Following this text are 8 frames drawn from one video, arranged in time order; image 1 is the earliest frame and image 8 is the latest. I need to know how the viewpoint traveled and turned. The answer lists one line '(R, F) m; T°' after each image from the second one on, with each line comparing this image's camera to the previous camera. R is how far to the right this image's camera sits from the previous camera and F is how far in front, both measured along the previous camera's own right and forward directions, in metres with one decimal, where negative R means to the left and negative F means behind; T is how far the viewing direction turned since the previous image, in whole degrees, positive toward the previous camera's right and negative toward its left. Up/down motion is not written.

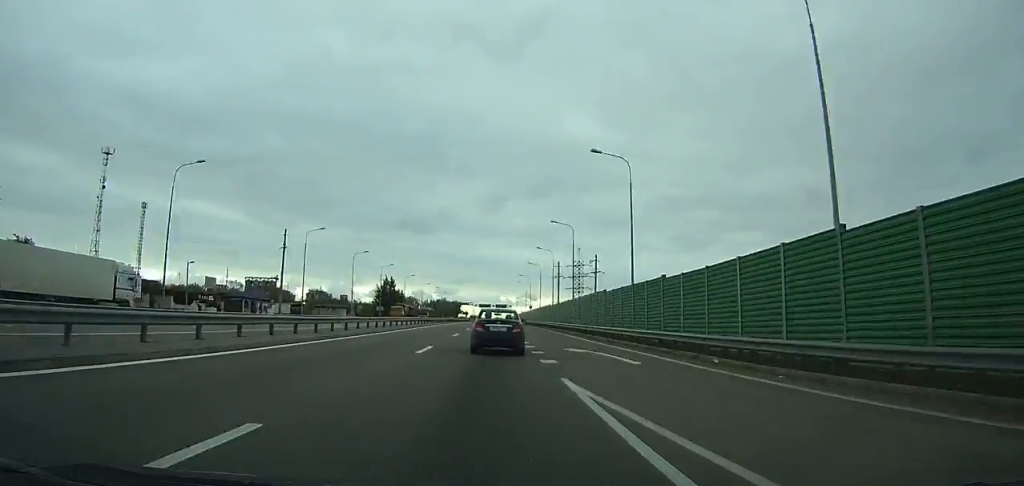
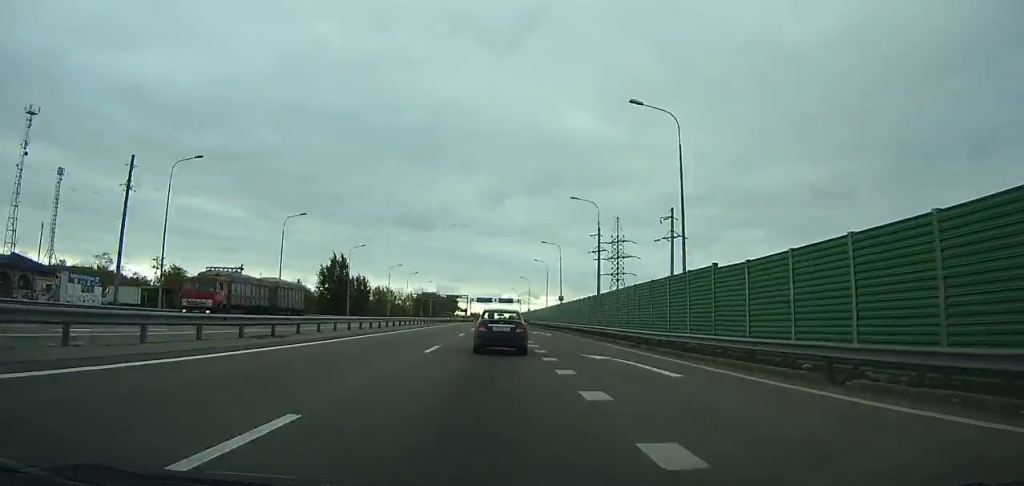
(+0.1, +62.9) m; 0°
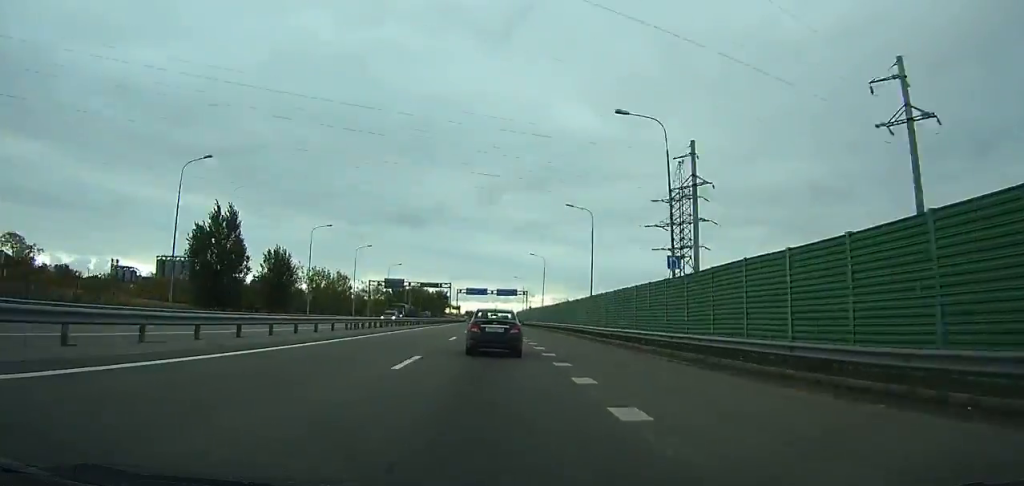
(-0.2, +53.2) m; 0°
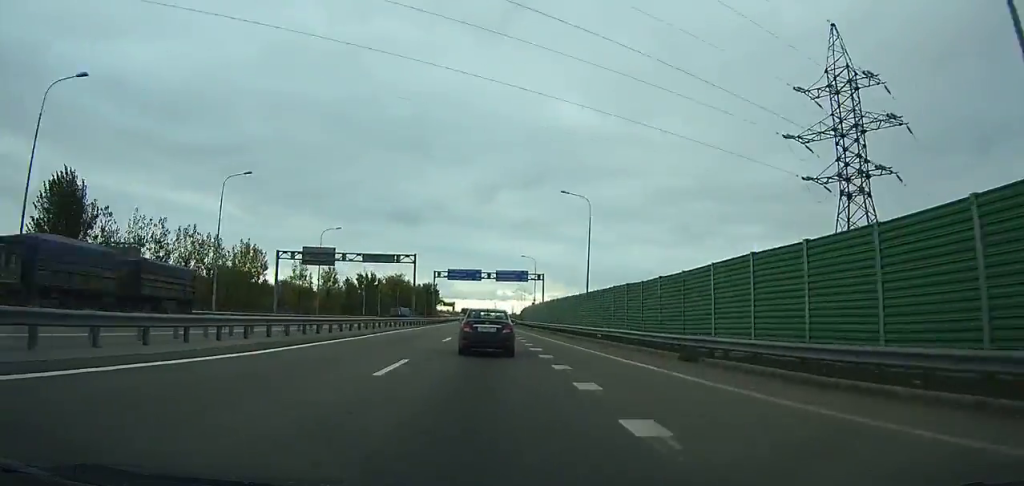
(+0.1, +48.4) m; 0°
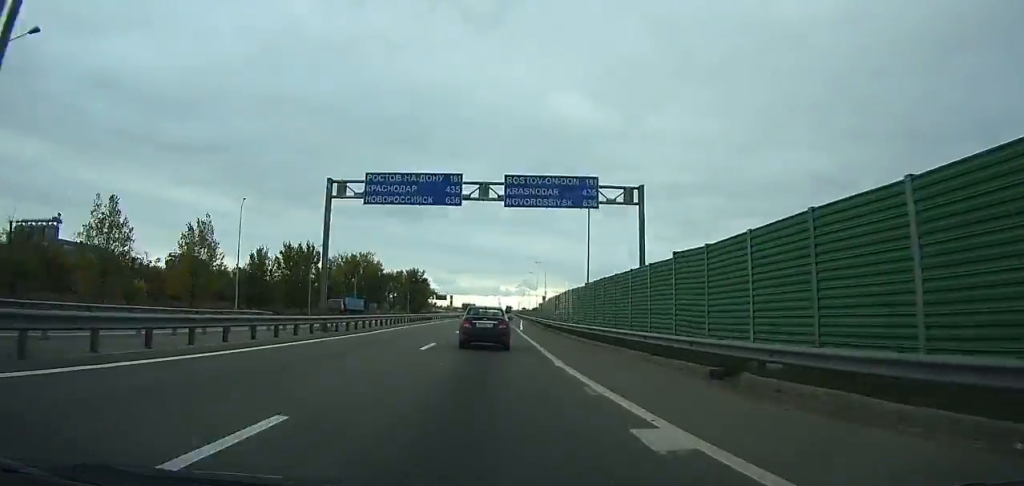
(+0.1, +58.3) m; 0°
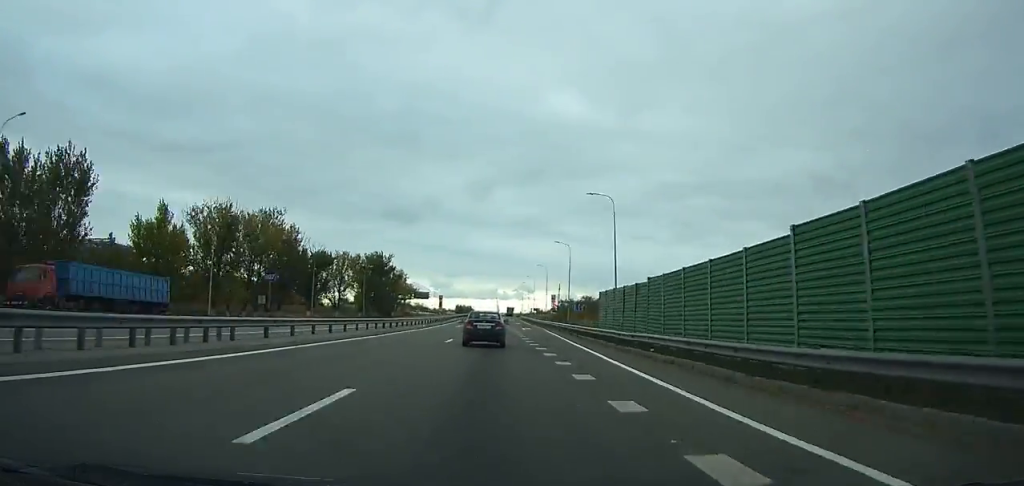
(-0.1, +61.2) m; 0°
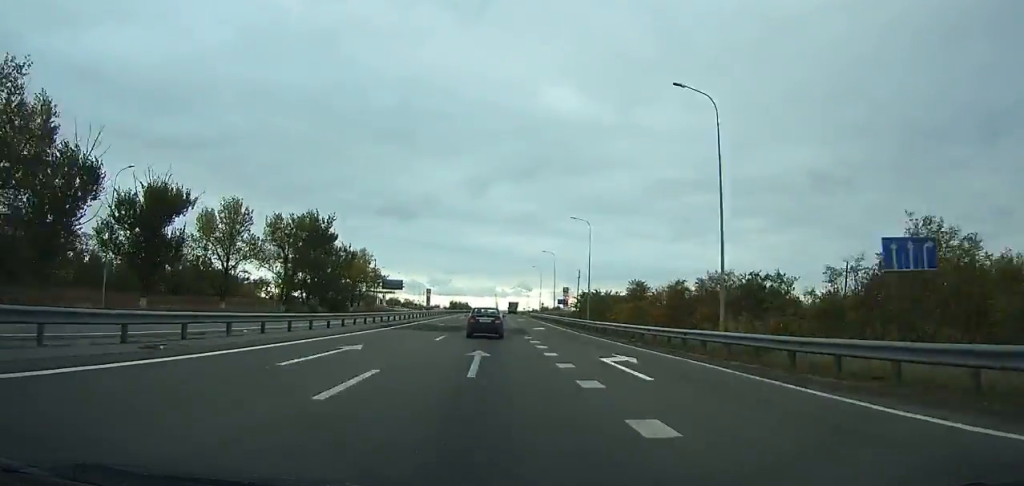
(+0.1, +49.6) m; 0°
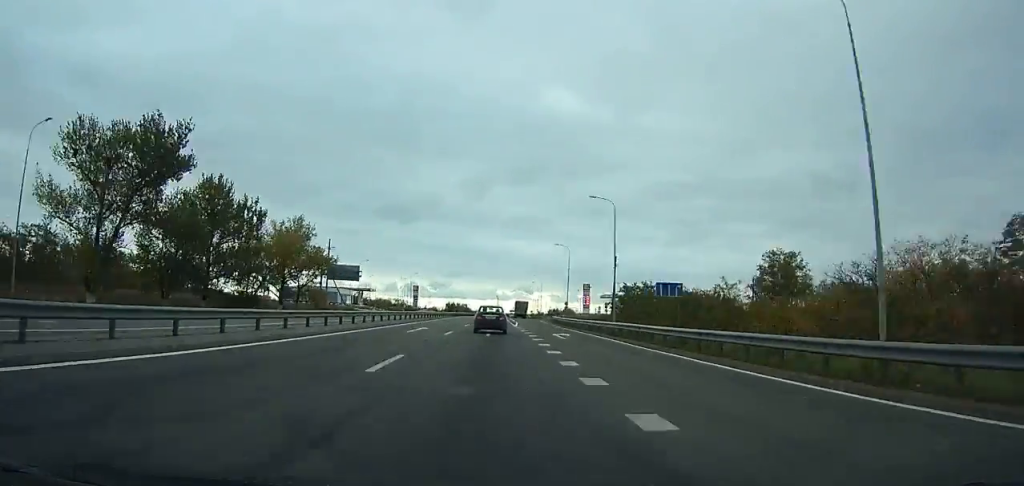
(0.0, +45.5) m; 0°
